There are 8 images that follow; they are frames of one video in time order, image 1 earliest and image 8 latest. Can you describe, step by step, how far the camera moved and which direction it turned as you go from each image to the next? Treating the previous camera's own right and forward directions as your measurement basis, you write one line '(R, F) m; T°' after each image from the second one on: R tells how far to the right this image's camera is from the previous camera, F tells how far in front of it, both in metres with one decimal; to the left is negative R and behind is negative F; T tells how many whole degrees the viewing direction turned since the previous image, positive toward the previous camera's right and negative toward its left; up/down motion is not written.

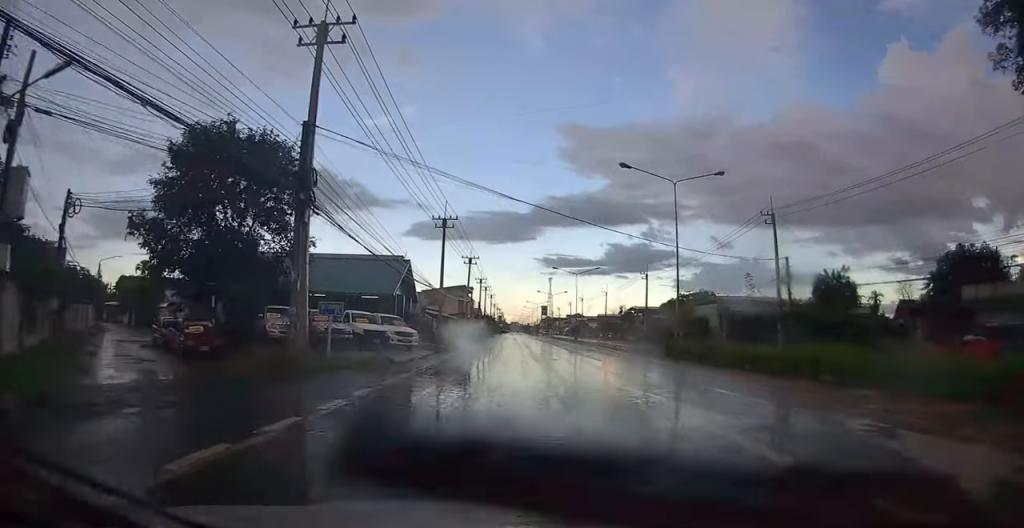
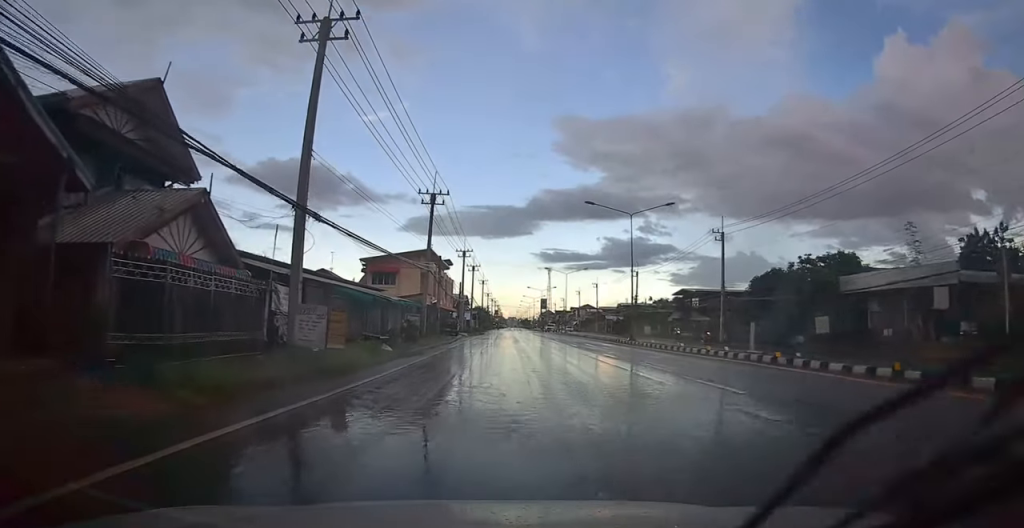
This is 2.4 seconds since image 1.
(-1.9, +36.9) m; -2°
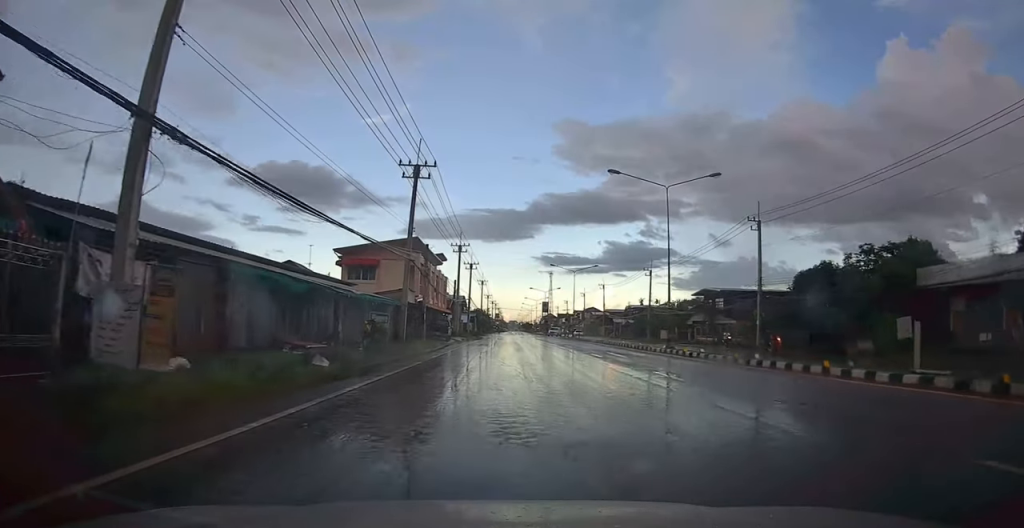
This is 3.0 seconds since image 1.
(+0.1, +9.2) m; +1°
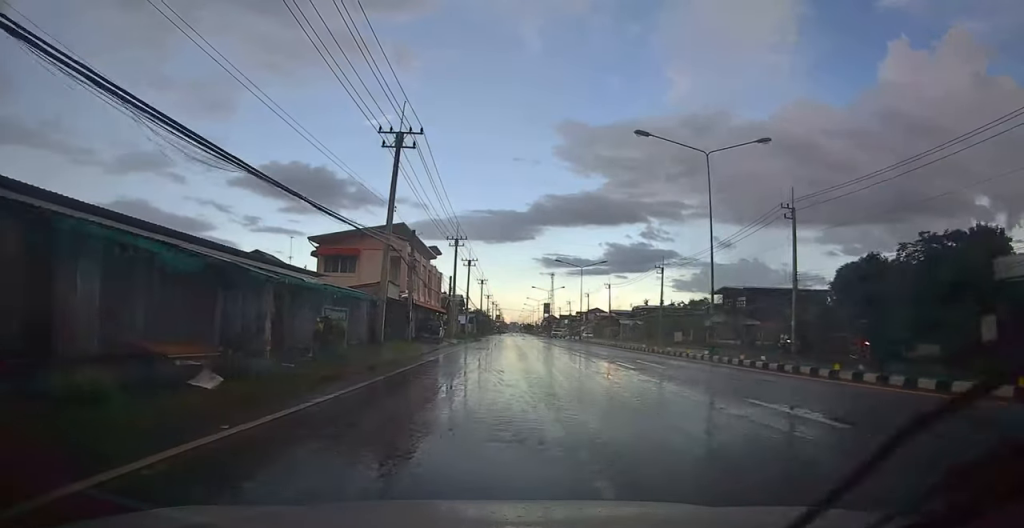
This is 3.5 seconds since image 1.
(0.0, +6.6) m; 0°
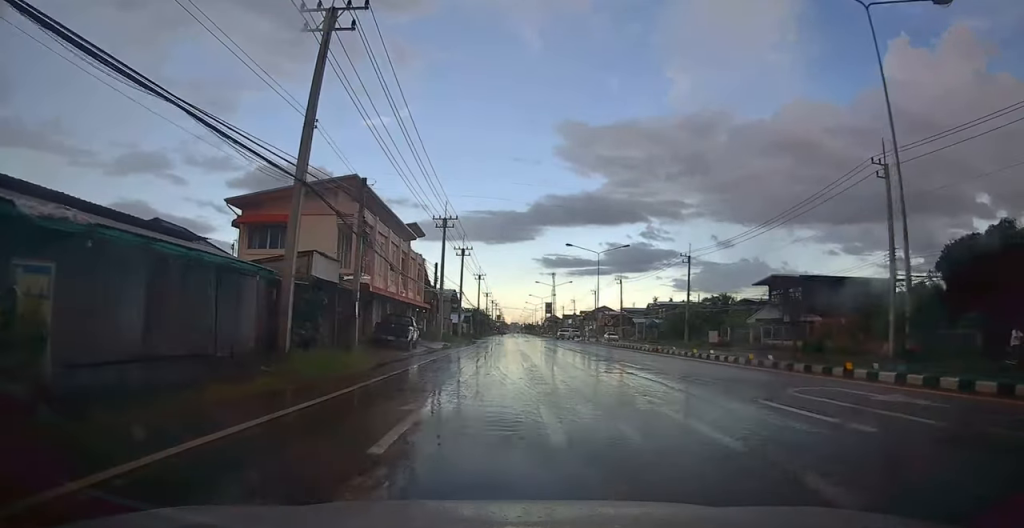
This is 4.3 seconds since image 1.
(+0.1, +12.7) m; -2°
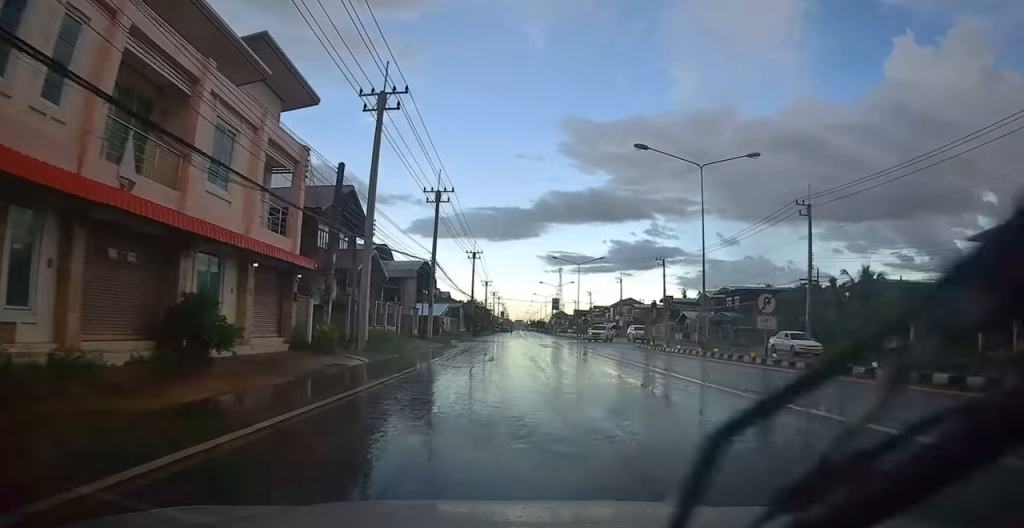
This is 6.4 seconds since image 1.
(-0.5, +29.6) m; +2°
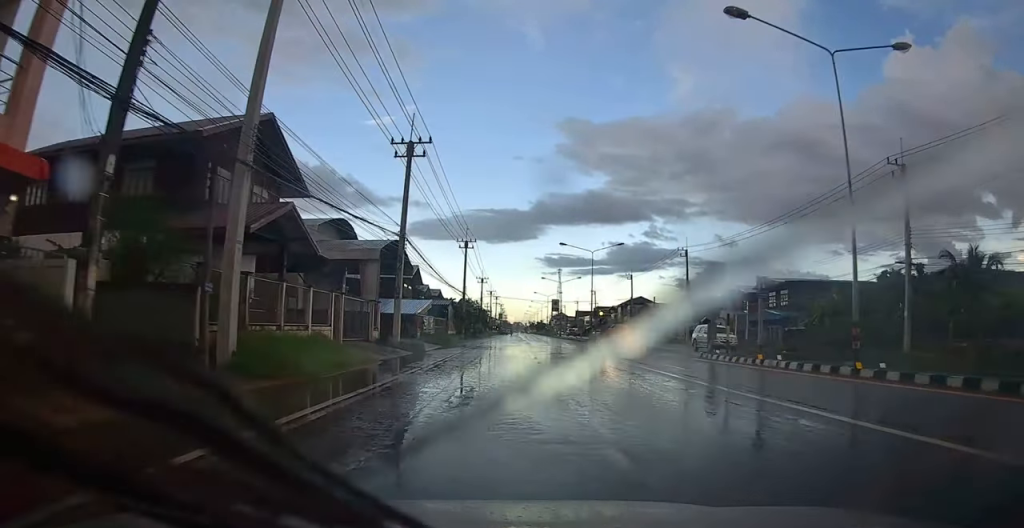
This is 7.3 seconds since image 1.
(+0.2, +12.4) m; +1°
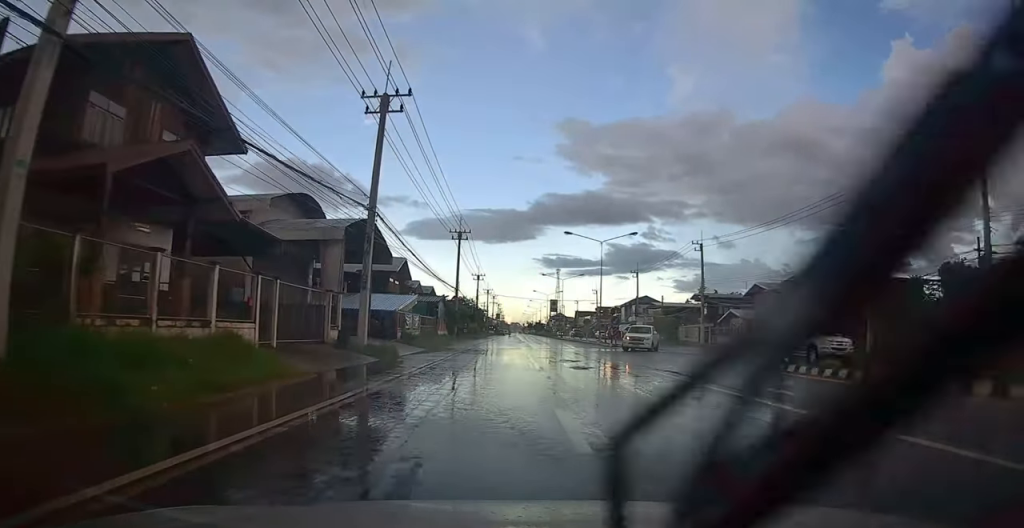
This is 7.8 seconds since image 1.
(0.0, +6.9) m; 0°
